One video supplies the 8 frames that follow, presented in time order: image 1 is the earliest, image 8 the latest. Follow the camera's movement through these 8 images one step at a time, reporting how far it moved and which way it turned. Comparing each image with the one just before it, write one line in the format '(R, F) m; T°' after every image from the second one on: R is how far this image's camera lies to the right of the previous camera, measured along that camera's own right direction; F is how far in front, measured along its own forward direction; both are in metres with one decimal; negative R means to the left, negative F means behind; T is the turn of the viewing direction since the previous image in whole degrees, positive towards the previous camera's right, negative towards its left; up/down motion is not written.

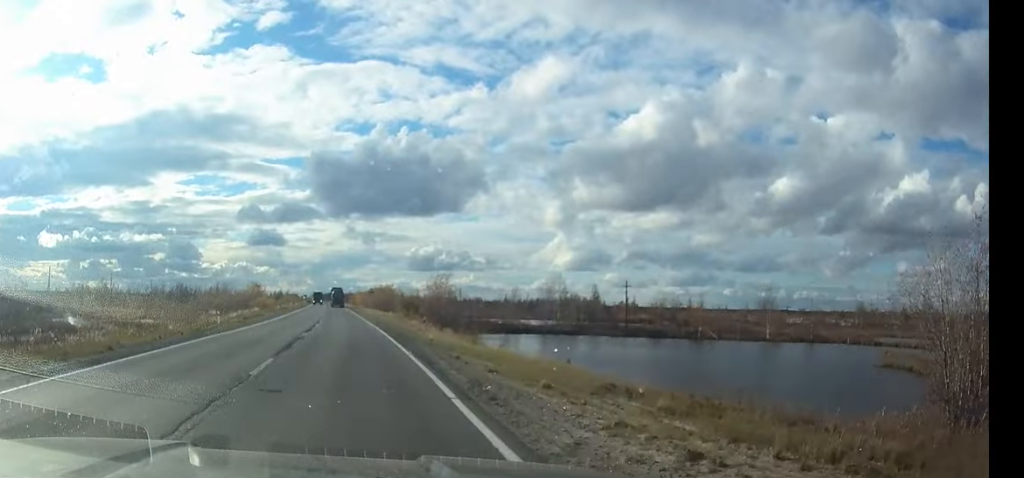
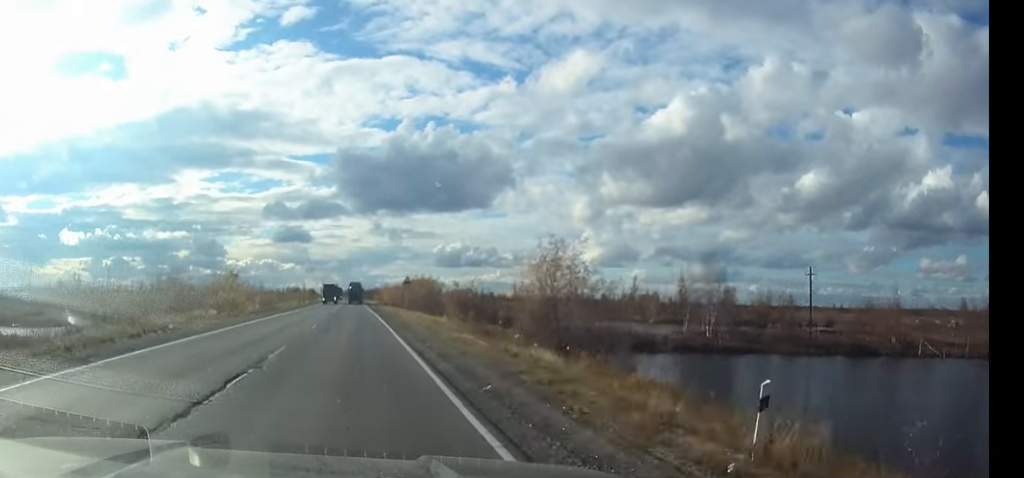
(-0.5, +33.9) m; -1°
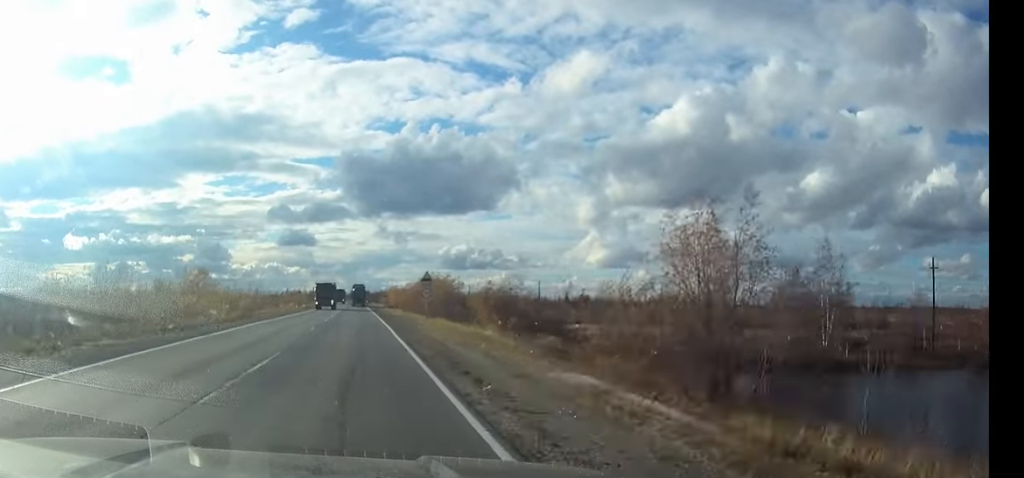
(-0.1, +13.9) m; -1°
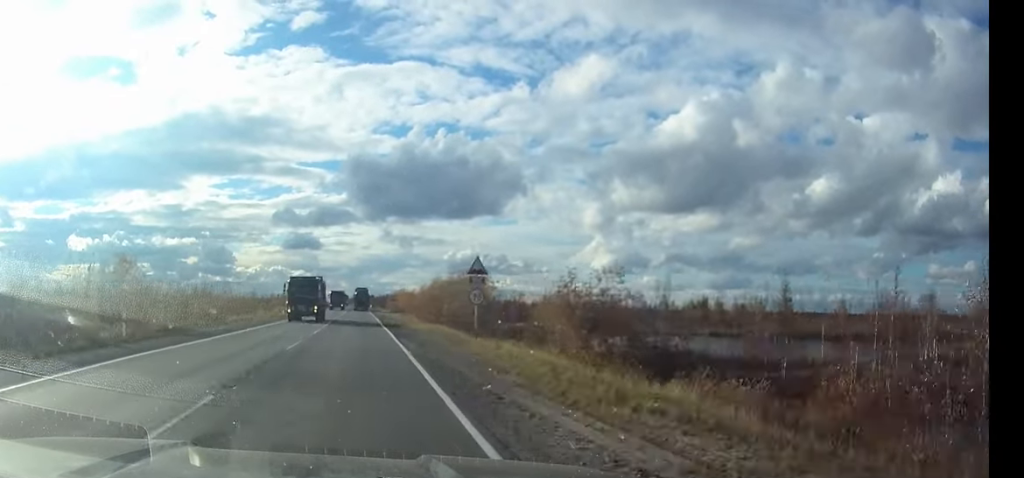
(-0.1, +18.2) m; -1°
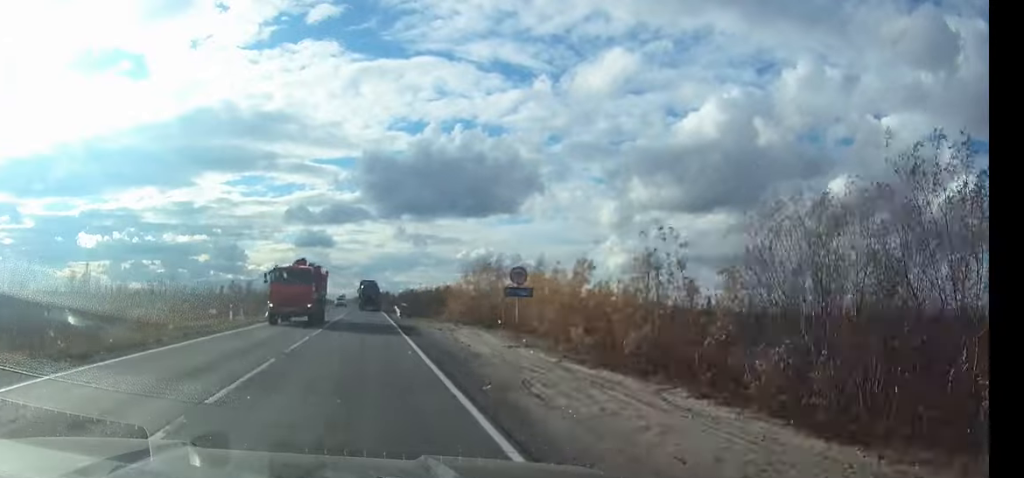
(-0.8, +81.5) m; -1°
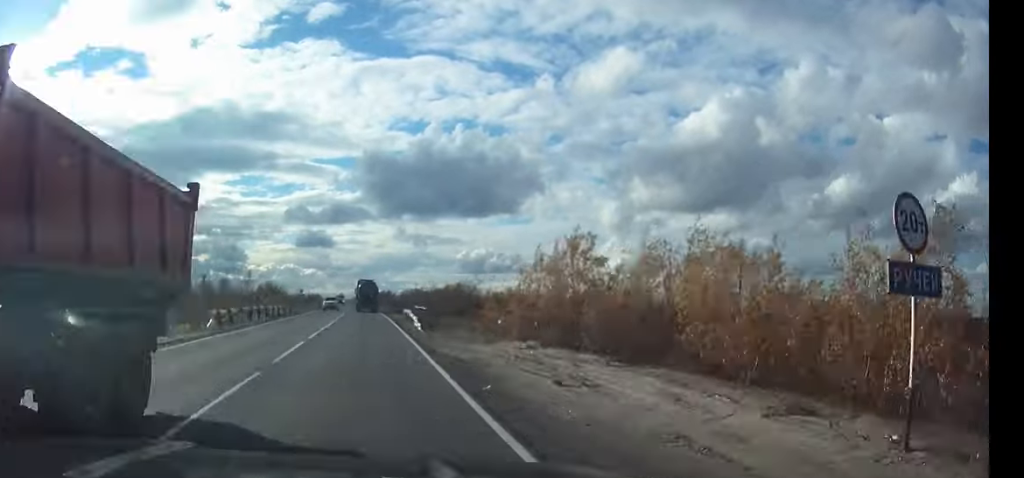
(-0.1, +17.7) m; 0°
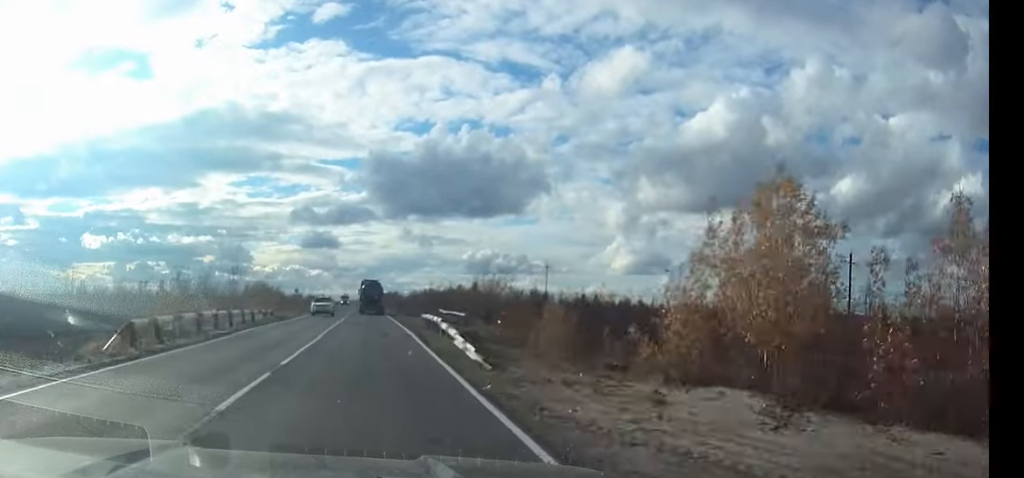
(-0.1, +13.5) m; 0°
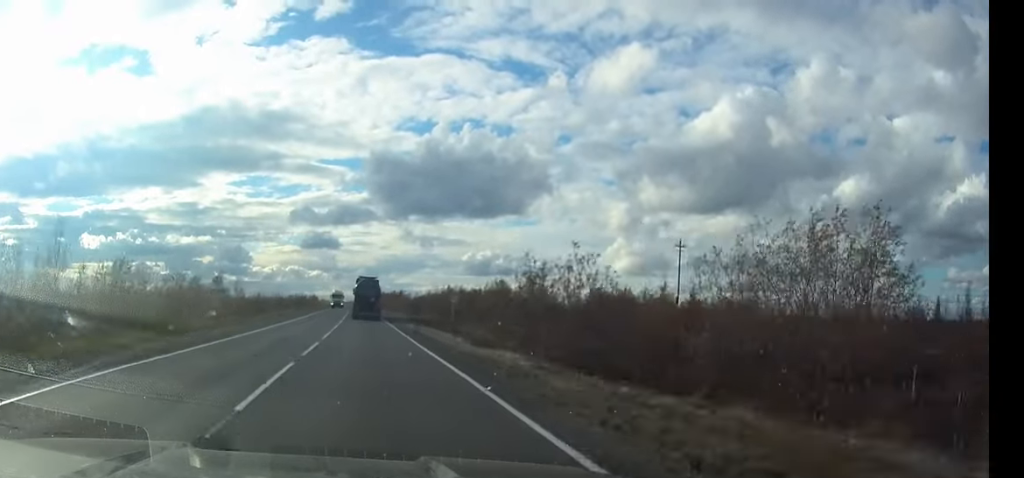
(0.0, +44.2) m; 0°
